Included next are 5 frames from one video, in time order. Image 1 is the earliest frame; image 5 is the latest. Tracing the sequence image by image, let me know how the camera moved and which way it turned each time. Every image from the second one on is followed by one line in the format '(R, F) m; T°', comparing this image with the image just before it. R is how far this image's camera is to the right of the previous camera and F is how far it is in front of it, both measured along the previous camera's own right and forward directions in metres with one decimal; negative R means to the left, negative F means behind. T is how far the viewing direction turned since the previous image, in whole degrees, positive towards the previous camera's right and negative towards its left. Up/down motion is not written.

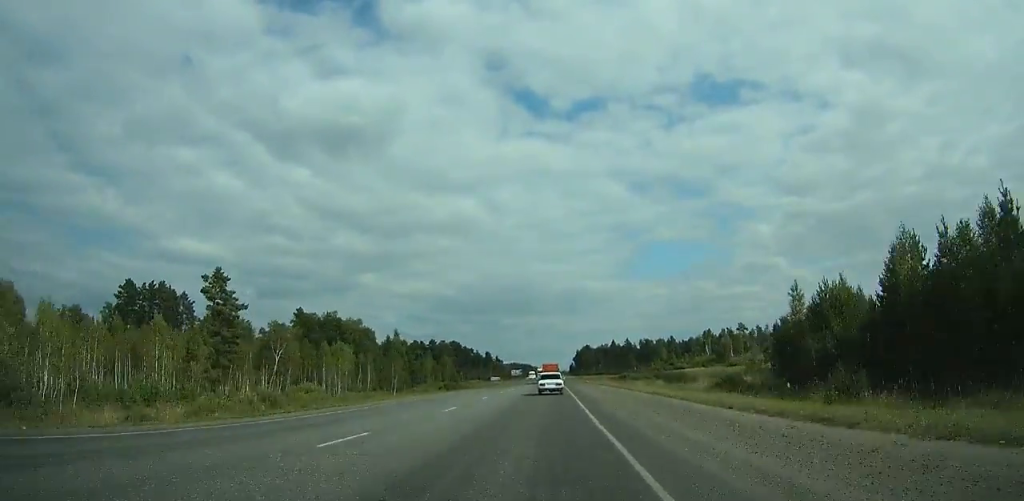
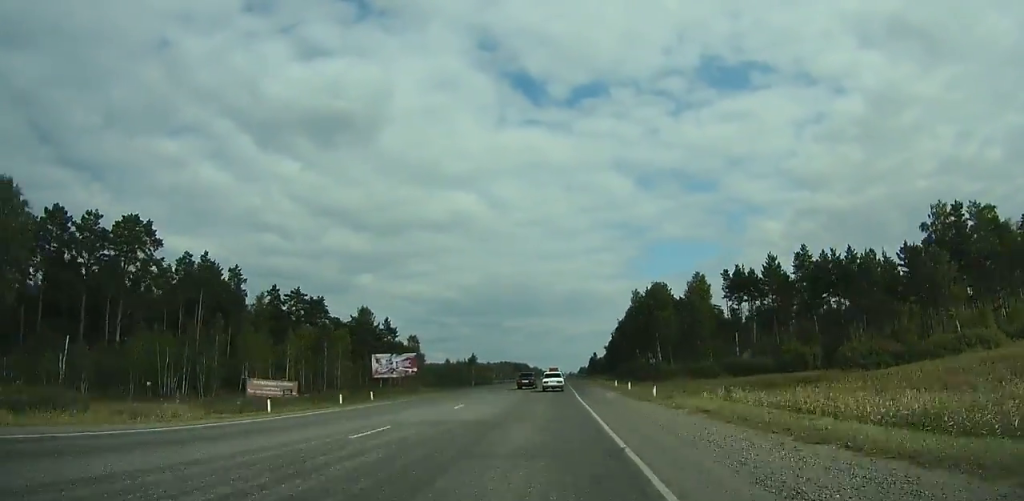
(-0.7, +262.1) m; 0°
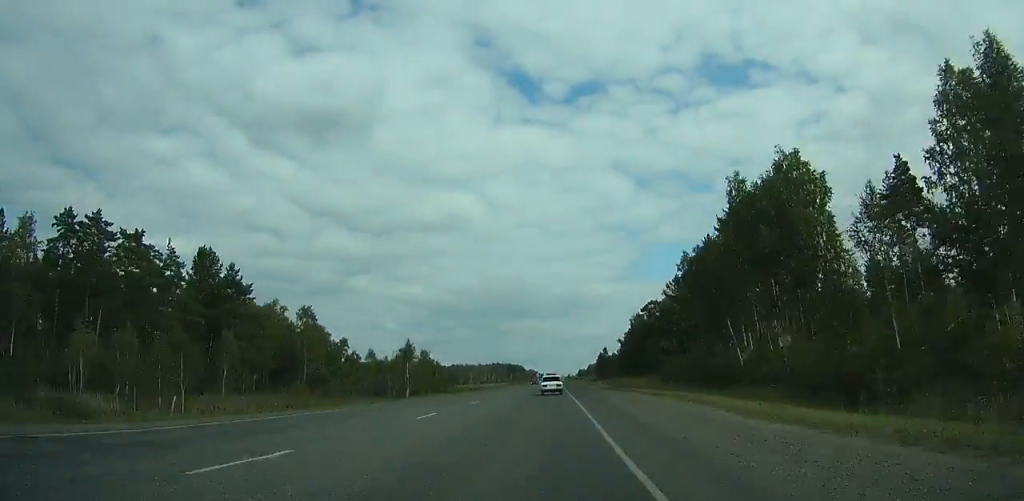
(+0.2, +65.3) m; 0°
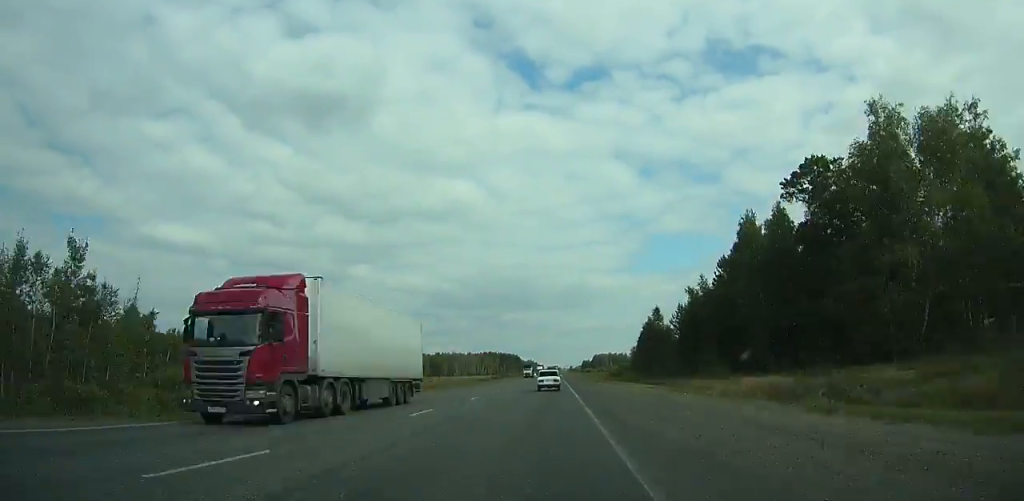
(-0.2, +95.3) m; 0°
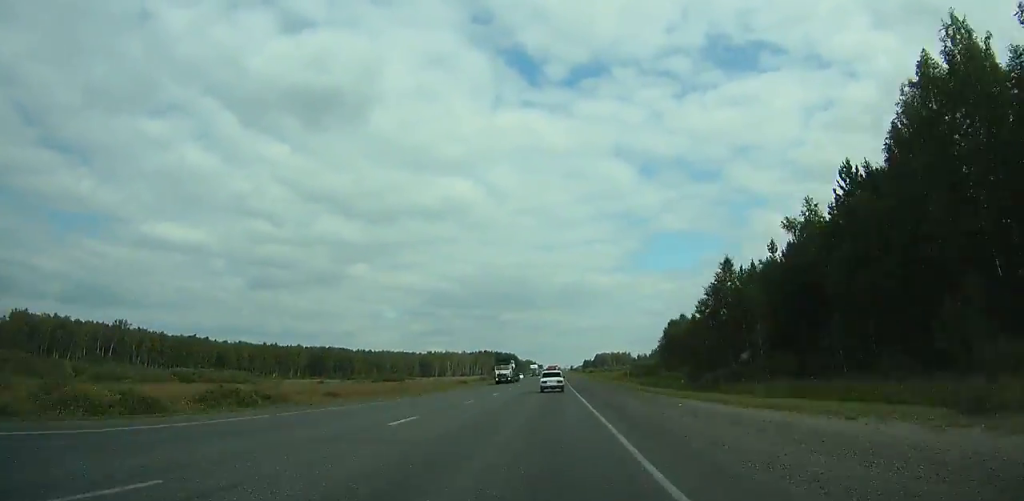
(-0.1, +38.9) m; 0°
